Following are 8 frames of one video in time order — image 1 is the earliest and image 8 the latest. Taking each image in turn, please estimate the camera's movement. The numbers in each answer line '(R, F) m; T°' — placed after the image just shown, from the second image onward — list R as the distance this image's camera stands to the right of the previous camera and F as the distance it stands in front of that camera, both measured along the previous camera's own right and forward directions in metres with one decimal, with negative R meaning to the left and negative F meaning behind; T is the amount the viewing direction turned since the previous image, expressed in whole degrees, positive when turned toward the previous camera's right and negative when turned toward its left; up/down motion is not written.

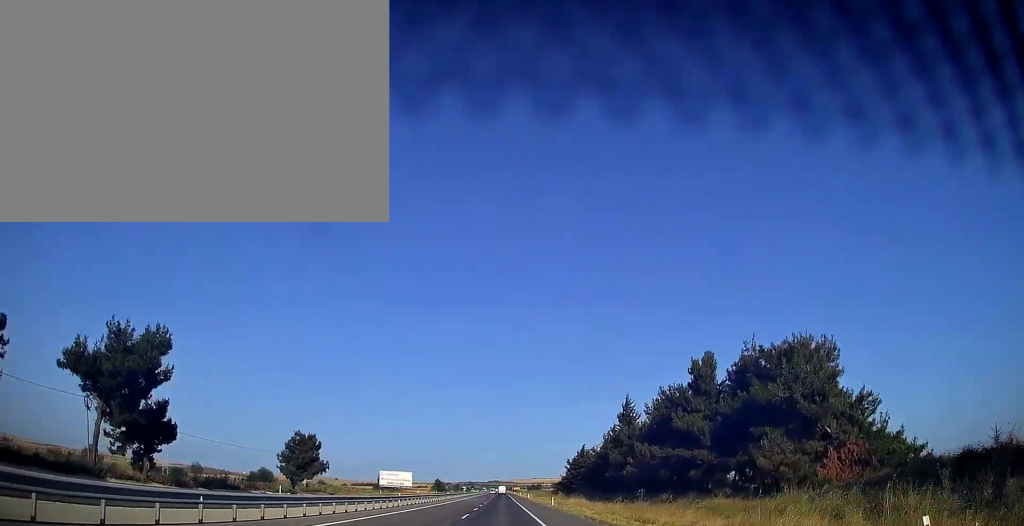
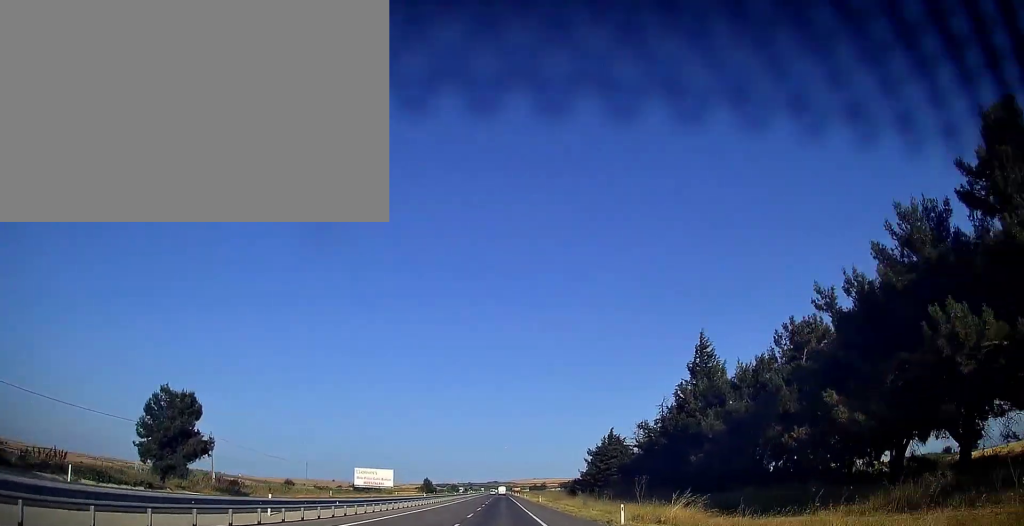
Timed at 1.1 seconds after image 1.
(-0.3, +31.6) m; 0°
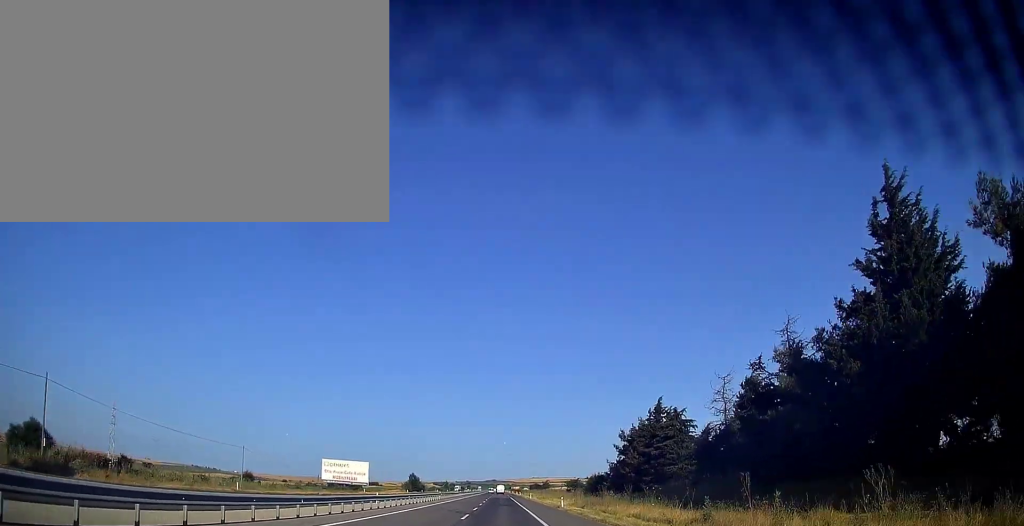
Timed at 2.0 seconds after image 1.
(+0.3, +28.6) m; 0°
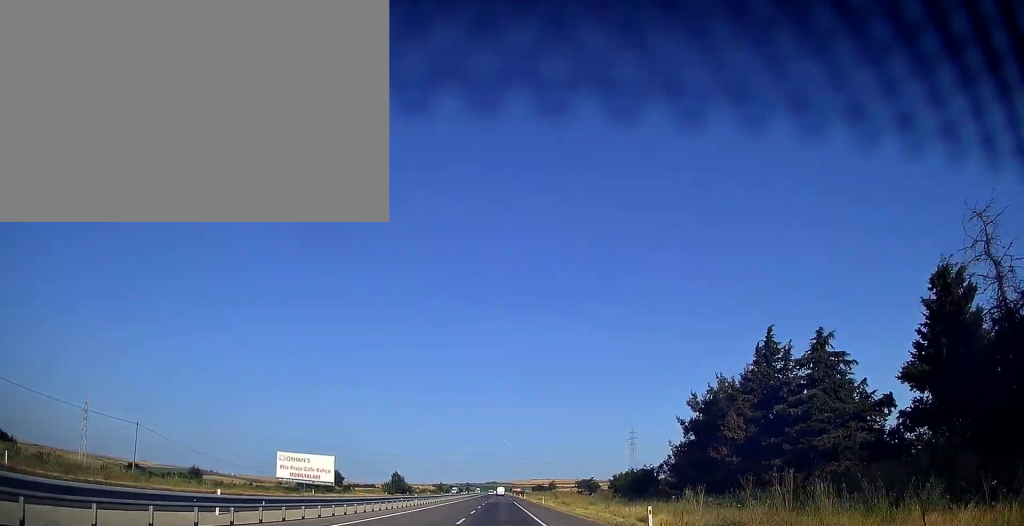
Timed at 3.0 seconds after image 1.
(-0.2, +28.5) m; 0°
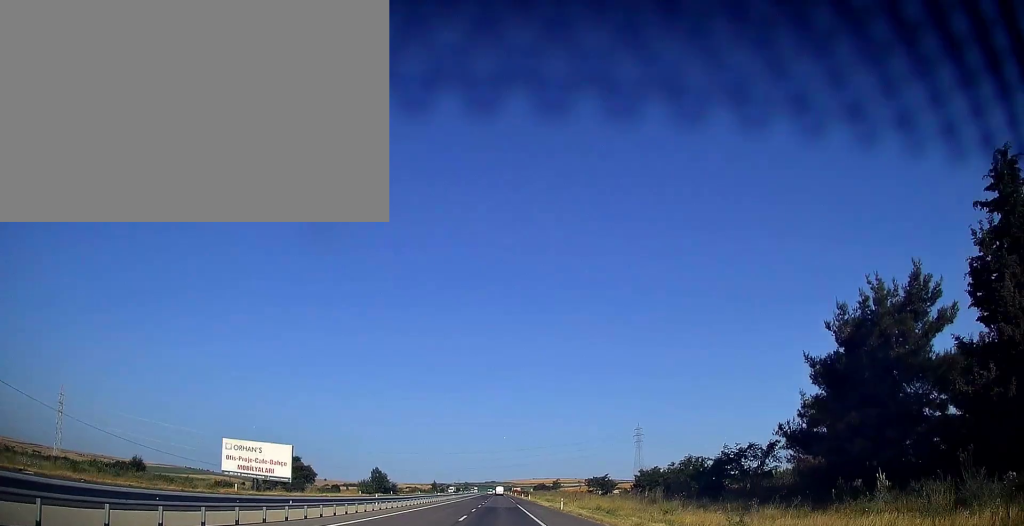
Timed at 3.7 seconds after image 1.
(+0.1, +21.6) m; 0°
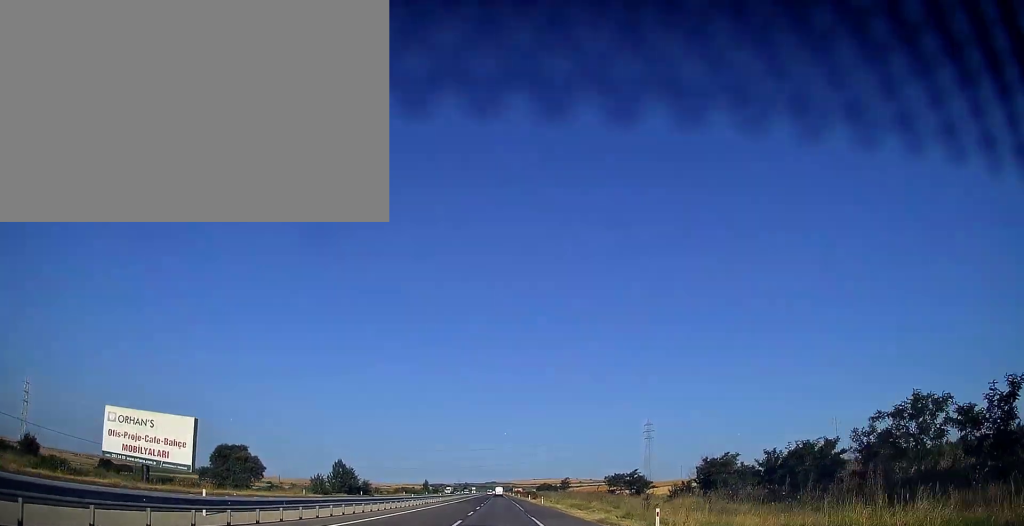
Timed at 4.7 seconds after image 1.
(-0.1, +28.4) m; 0°
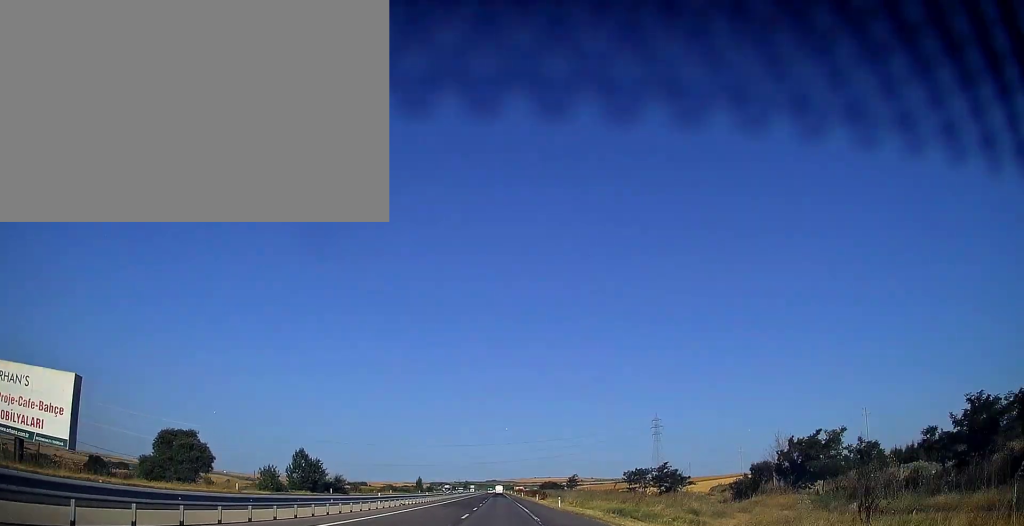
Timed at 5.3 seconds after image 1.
(-0.1, +18.6) m; 0°
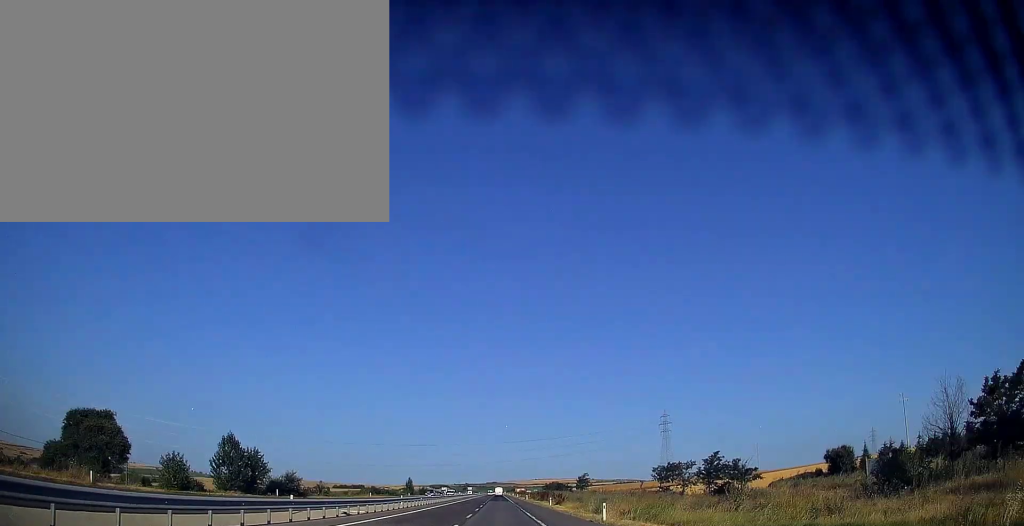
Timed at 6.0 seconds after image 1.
(+0.1, +19.6) m; 0°
